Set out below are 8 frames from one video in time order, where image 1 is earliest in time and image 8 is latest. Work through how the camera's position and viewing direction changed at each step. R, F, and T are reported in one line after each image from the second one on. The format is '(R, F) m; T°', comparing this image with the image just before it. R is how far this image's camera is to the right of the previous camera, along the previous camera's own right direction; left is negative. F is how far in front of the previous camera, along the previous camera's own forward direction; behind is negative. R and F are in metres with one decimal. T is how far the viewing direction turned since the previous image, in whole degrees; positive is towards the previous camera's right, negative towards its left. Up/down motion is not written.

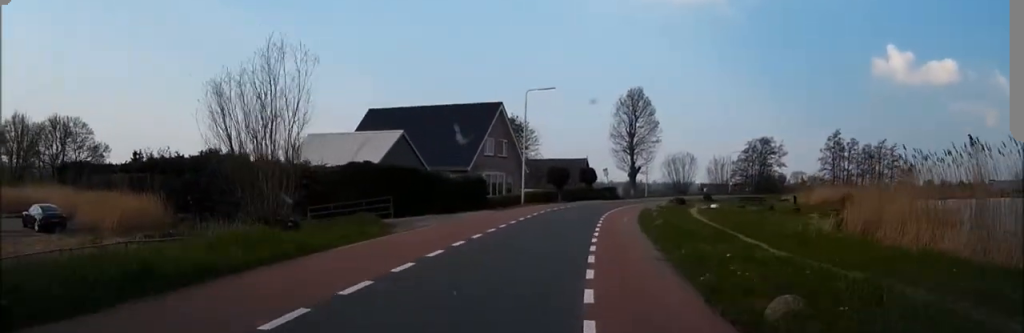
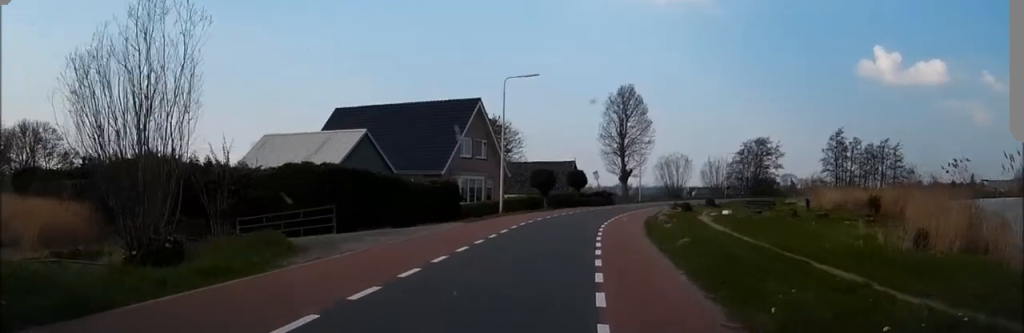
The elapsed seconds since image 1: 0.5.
(+0.2, +5.9) m; +1°
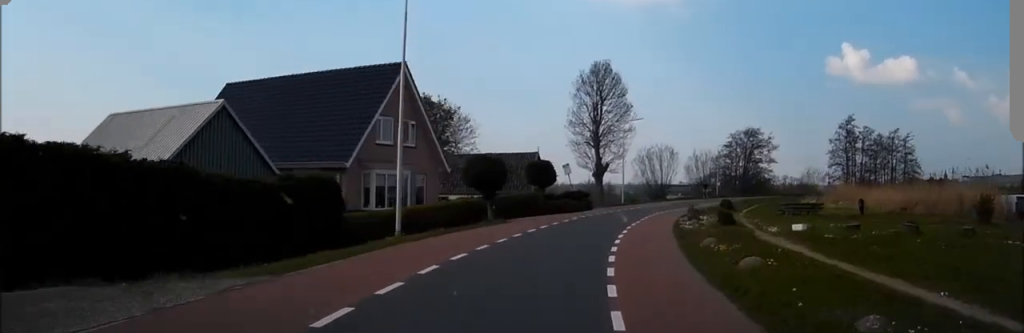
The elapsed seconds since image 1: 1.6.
(+0.3, +14.9) m; +3°
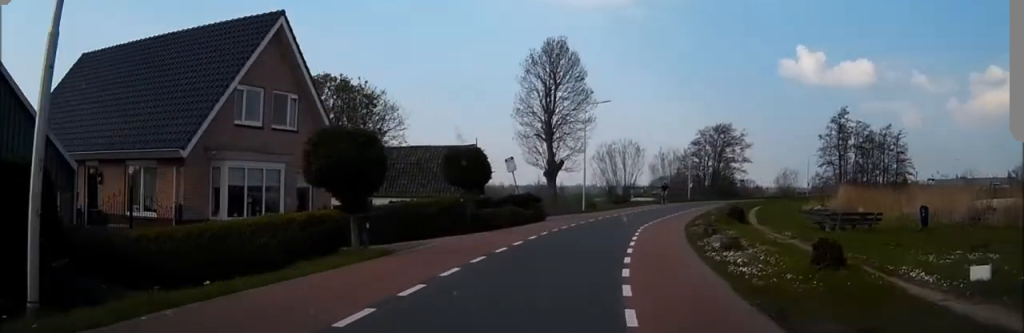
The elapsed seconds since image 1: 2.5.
(+0.2, +11.6) m; +4°
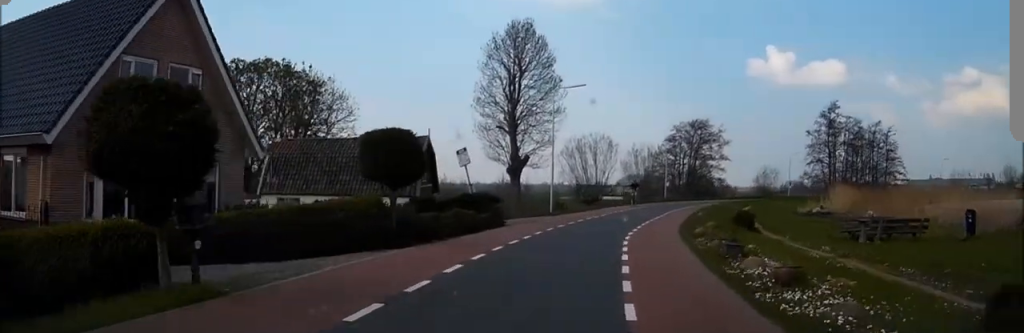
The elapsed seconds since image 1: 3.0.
(-0.1, +5.6) m; +2°
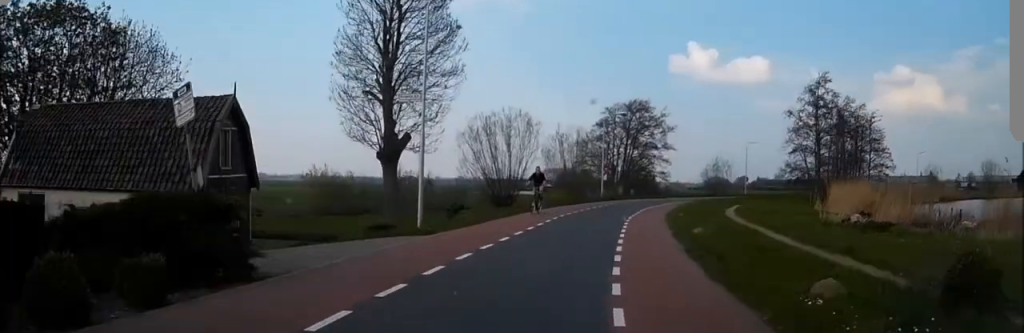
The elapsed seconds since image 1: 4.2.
(+1.2, +16.1) m; +7°
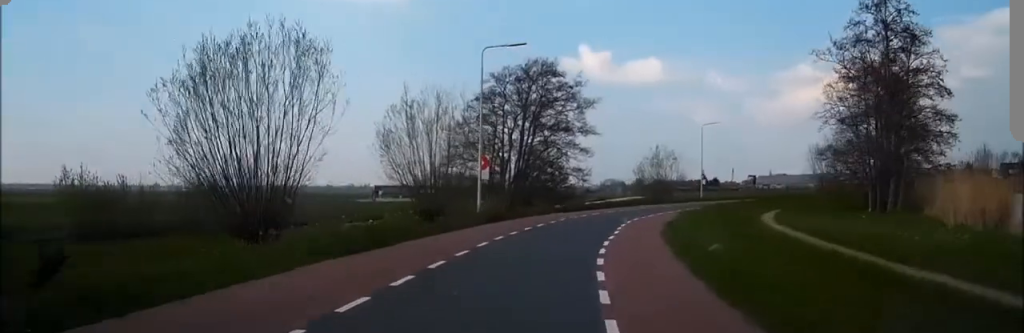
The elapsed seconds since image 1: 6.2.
(+1.9, +25.8) m; +8°
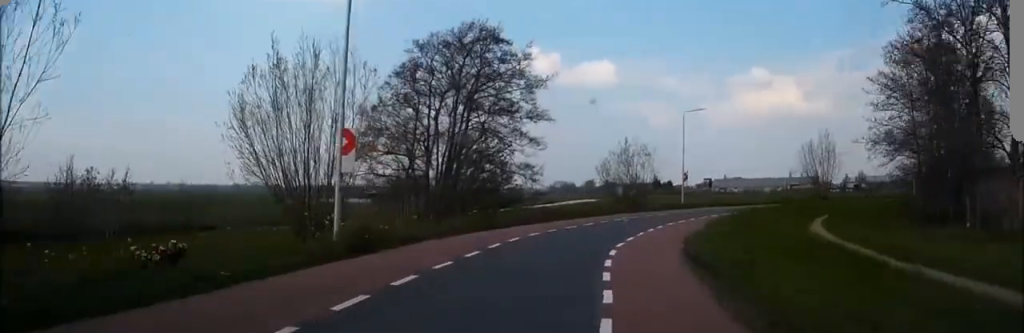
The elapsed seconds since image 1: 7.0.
(+0.3, +11.4) m; +4°
